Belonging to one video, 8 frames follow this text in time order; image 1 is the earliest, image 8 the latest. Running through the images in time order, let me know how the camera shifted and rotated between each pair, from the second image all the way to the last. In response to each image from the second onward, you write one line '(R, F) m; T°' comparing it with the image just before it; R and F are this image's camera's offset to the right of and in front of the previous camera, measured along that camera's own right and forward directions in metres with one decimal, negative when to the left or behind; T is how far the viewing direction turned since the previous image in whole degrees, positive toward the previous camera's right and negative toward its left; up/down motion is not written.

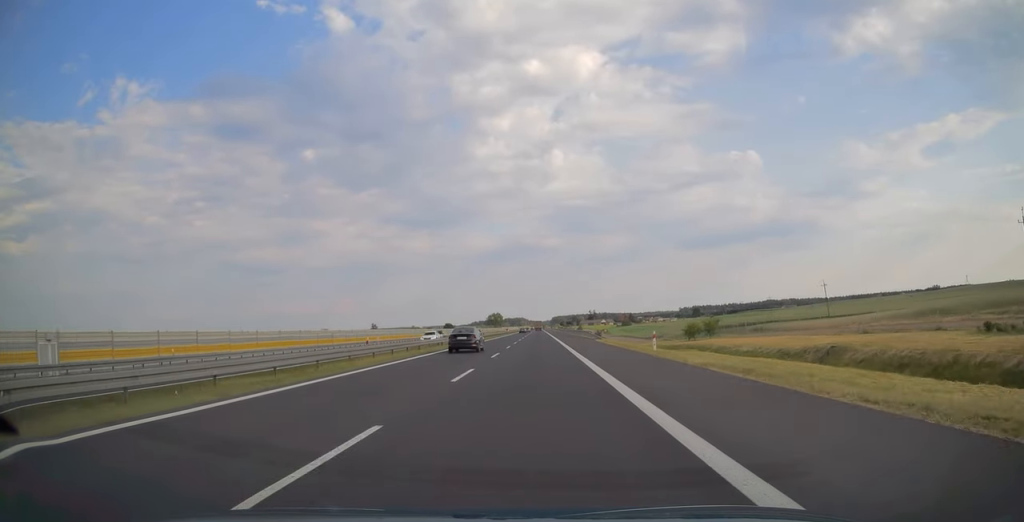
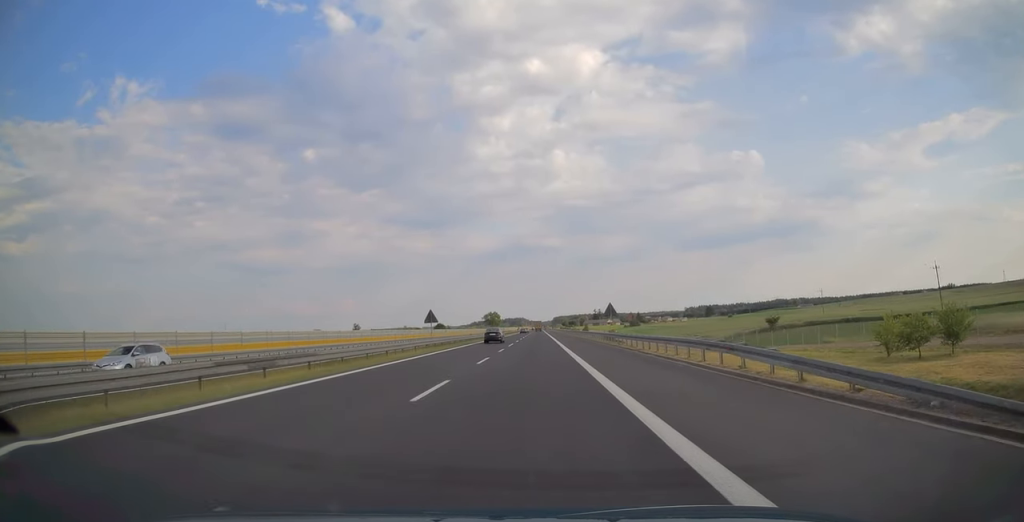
(-0.1, +52.6) m; 0°
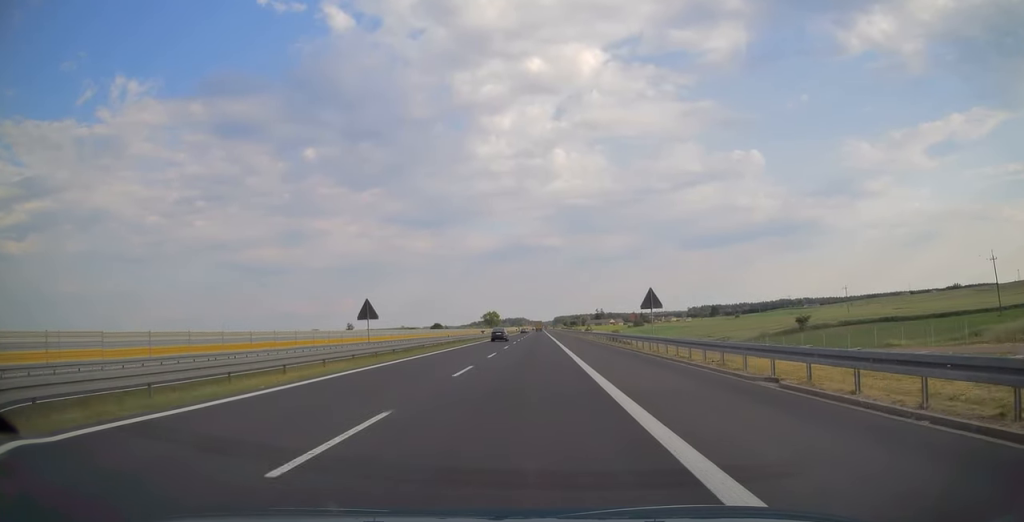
(+0.1, +18.3) m; 0°
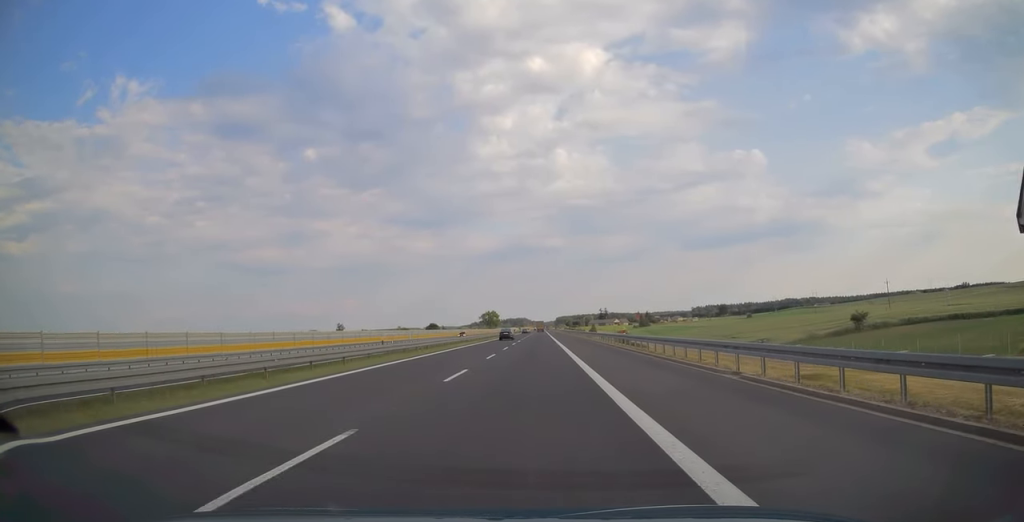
(-0.1, +25.4) m; 0°
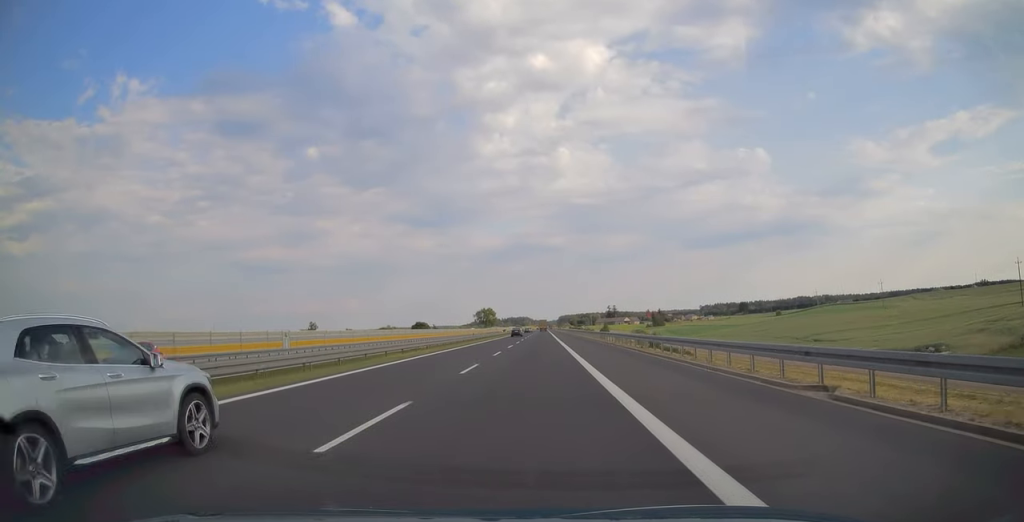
(-0.2, +56.8) m; -1°
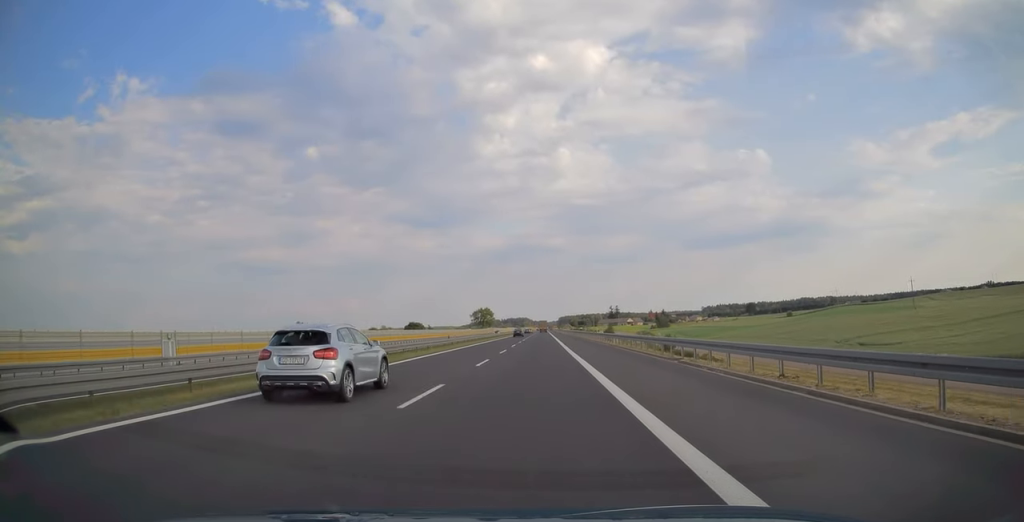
(-0.1, +19.8) m; 0°
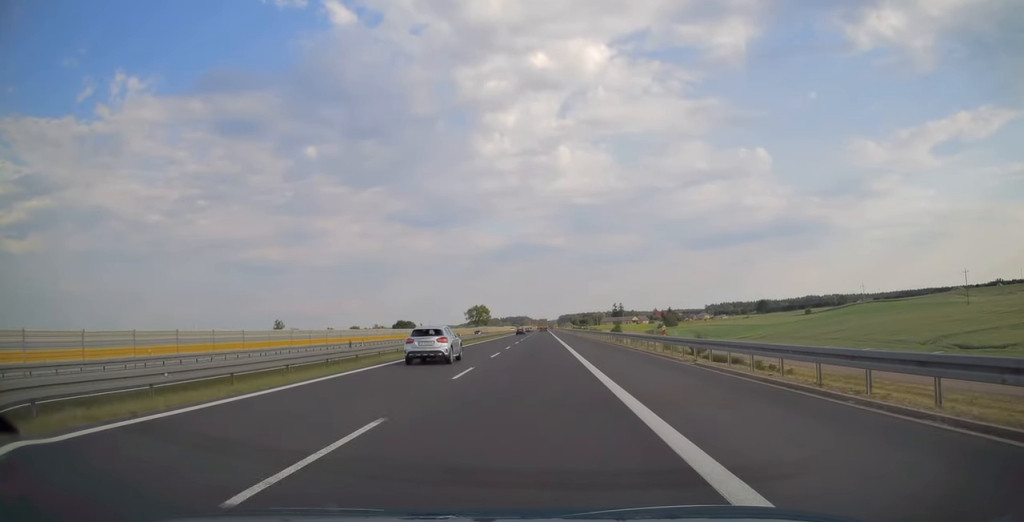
(0.0, +29.7) m; 0°
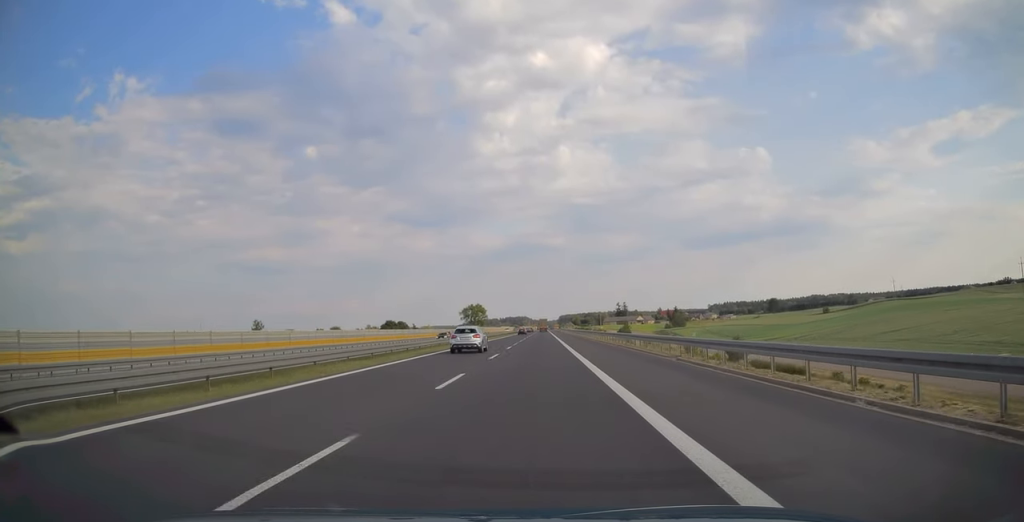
(+0.1, +25.4) m; 0°
